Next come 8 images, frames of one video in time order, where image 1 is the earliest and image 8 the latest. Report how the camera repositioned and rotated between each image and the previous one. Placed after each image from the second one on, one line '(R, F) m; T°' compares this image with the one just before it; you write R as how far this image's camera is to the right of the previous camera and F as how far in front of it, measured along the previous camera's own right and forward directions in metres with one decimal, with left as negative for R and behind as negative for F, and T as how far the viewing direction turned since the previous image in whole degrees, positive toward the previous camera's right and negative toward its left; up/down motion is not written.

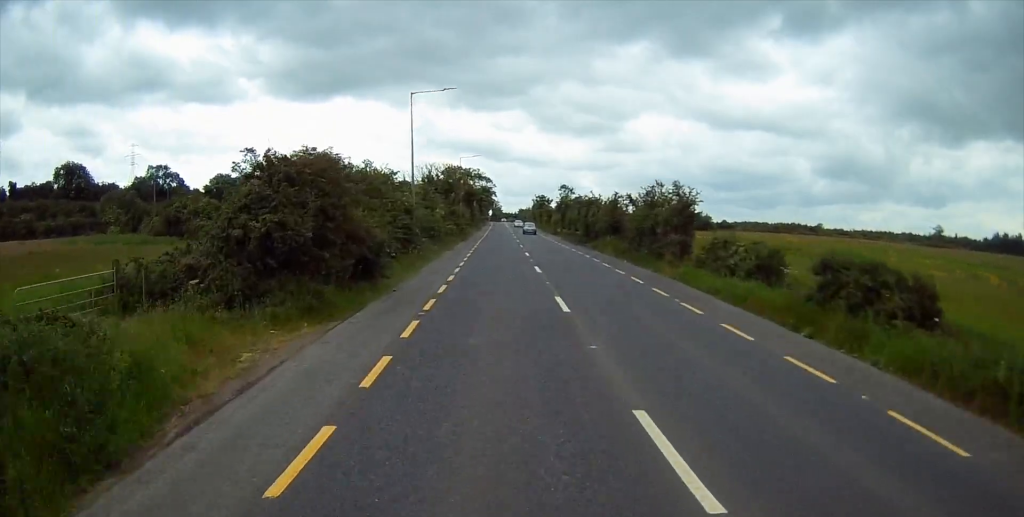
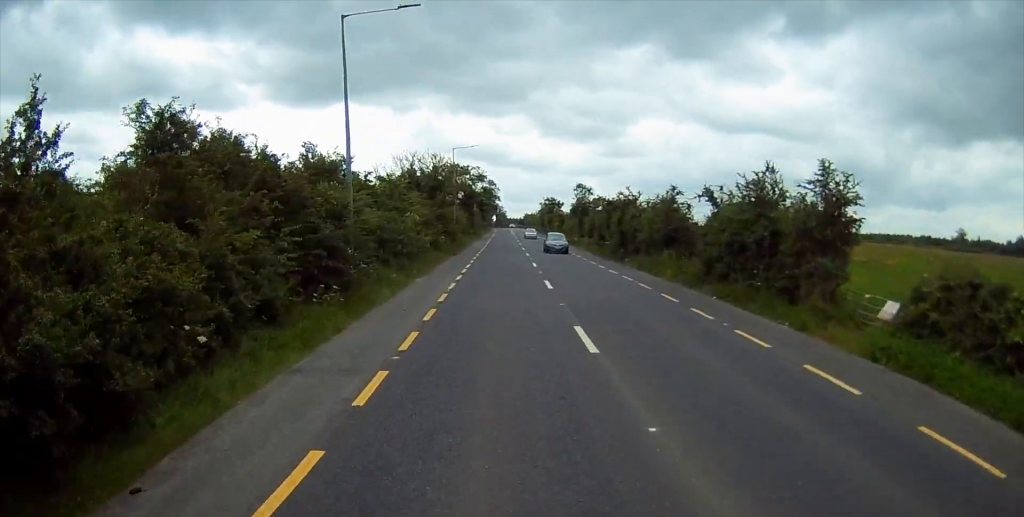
(-0.3, +16.4) m; 0°
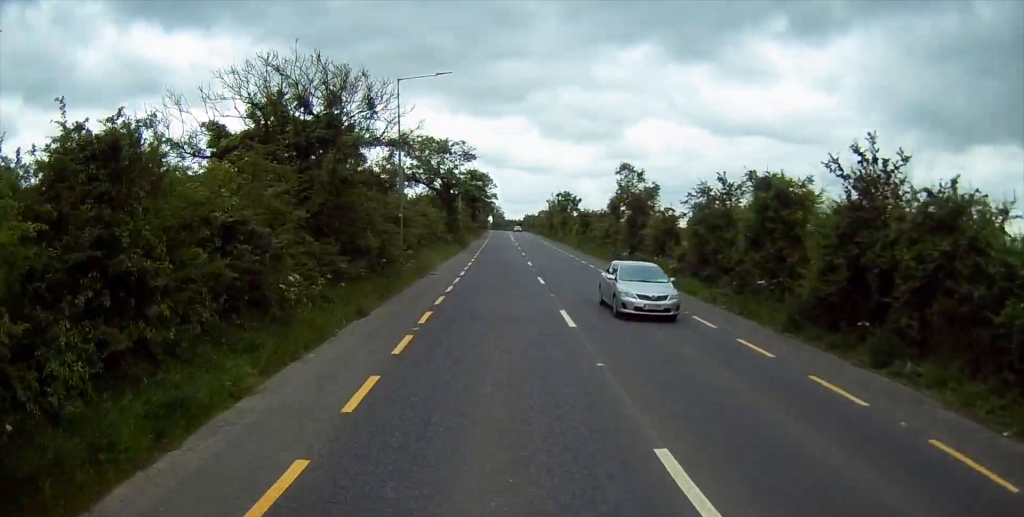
(0.0, +31.9) m; 0°
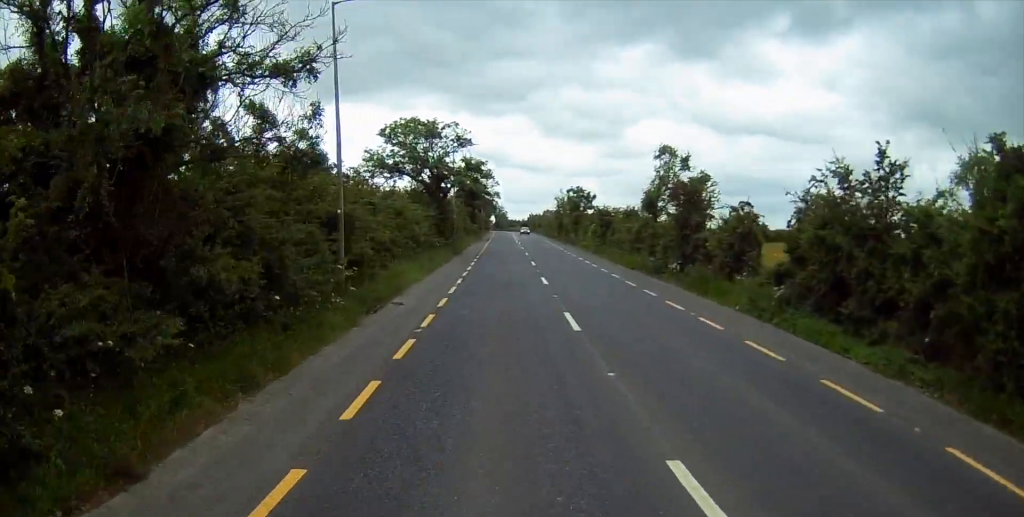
(0.0, +12.0) m; 0°
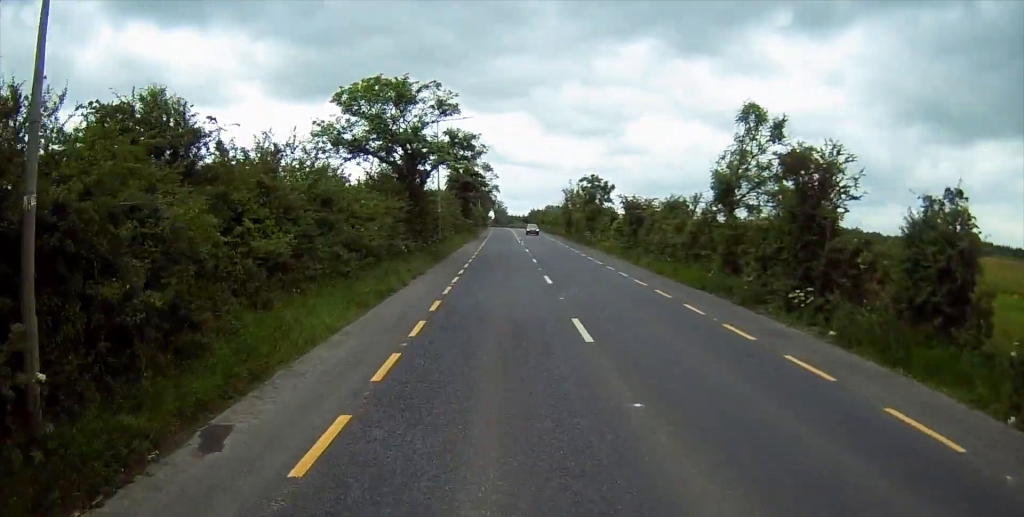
(+0.1, +13.8) m; 0°
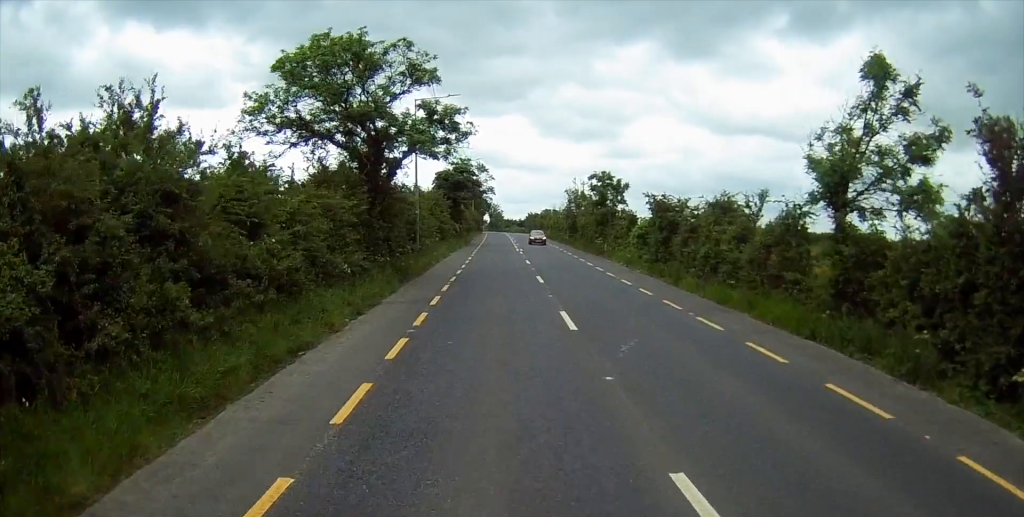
(0.0, +9.8) m; 0°
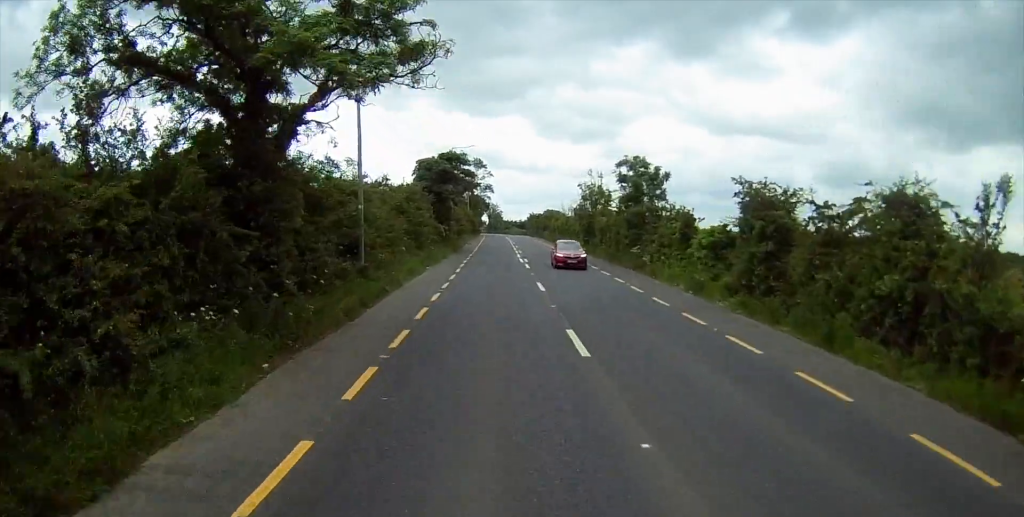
(-0.1, +14.8) m; 0°
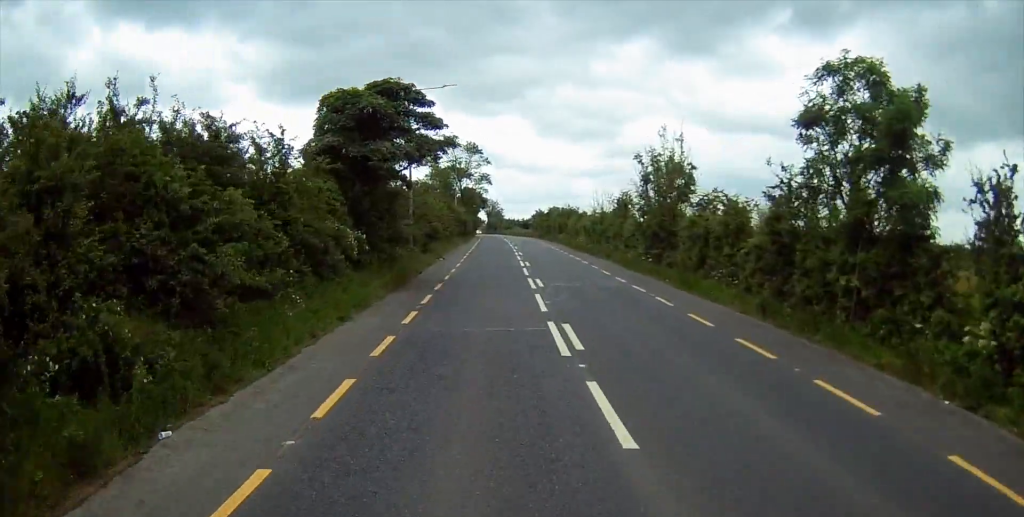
(0.0, +28.9) m; 0°
